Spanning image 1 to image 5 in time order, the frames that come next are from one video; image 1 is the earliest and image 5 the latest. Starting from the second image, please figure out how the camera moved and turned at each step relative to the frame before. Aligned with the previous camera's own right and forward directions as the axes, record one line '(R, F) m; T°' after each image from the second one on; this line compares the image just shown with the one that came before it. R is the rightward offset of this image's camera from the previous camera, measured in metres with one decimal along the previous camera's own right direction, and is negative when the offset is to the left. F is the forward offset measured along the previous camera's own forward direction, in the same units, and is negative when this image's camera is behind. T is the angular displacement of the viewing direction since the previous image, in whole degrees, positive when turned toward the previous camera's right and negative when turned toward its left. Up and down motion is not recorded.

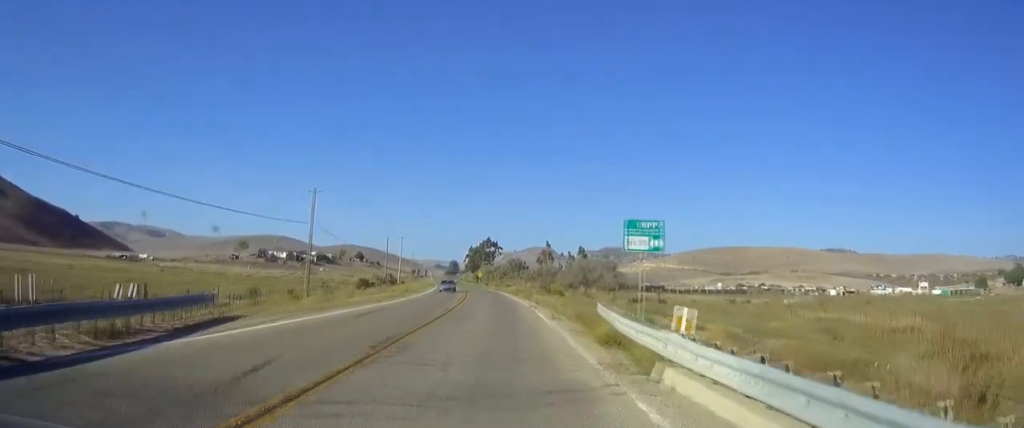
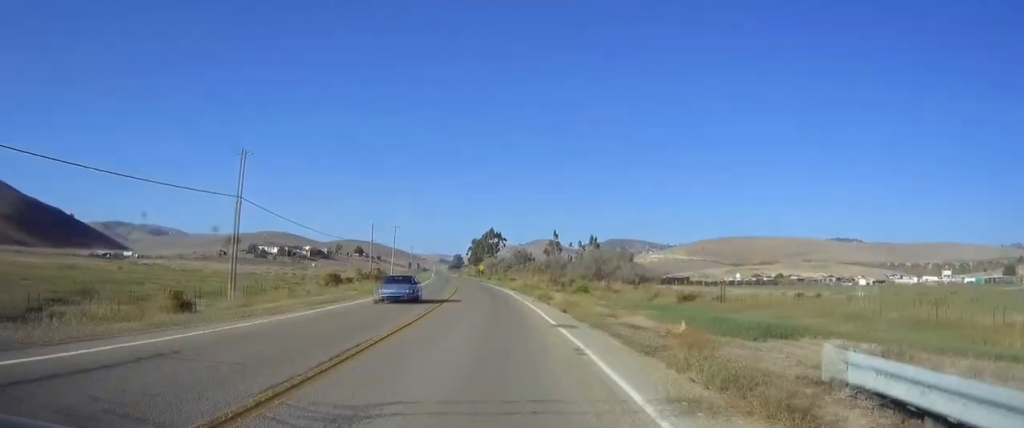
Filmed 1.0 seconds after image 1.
(-0.1, +19.2) m; -1°
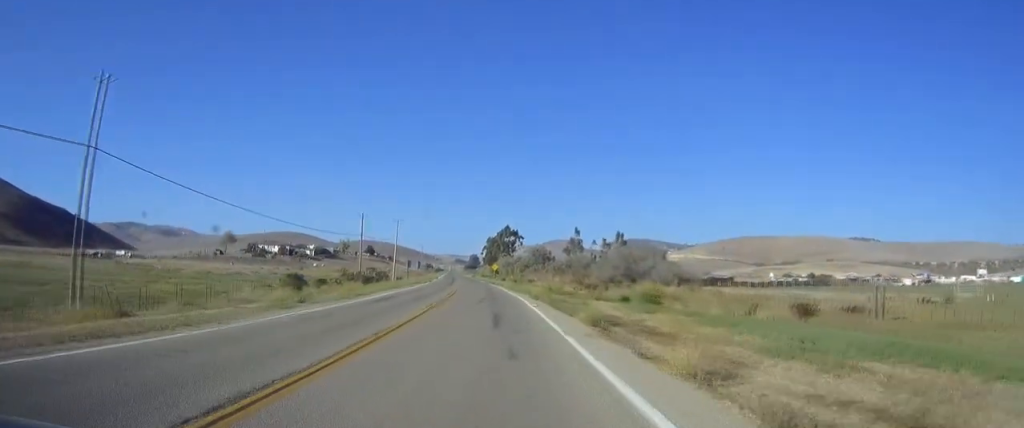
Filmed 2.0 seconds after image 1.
(-0.2, +20.2) m; -1°
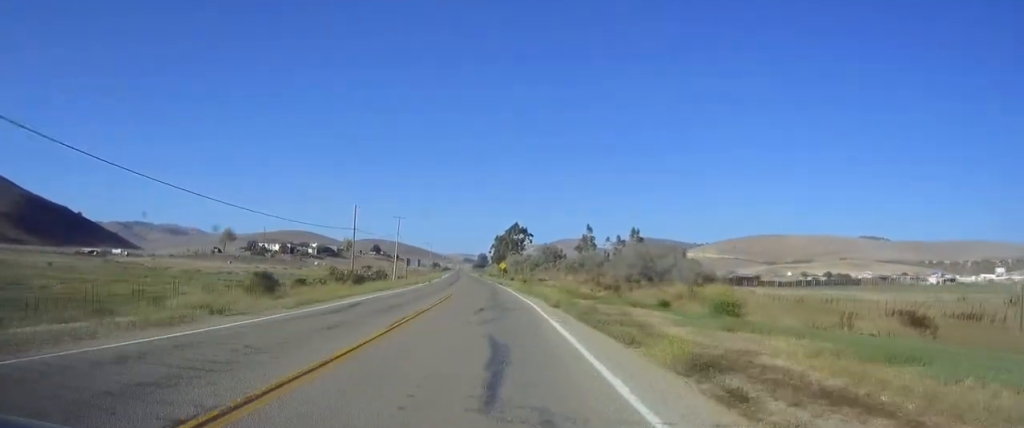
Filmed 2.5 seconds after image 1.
(-0.1, +9.6) m; -1°
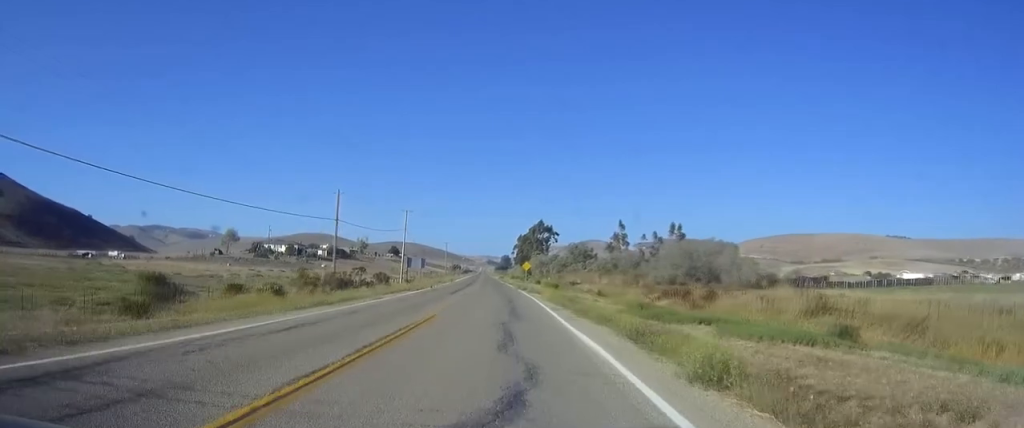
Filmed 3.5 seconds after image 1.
(-0.2, +18.5) m; -1°
